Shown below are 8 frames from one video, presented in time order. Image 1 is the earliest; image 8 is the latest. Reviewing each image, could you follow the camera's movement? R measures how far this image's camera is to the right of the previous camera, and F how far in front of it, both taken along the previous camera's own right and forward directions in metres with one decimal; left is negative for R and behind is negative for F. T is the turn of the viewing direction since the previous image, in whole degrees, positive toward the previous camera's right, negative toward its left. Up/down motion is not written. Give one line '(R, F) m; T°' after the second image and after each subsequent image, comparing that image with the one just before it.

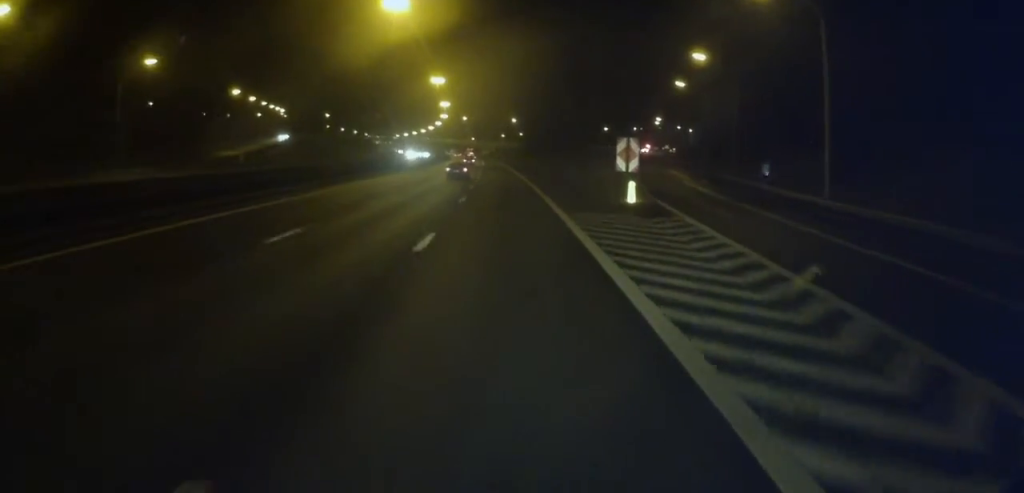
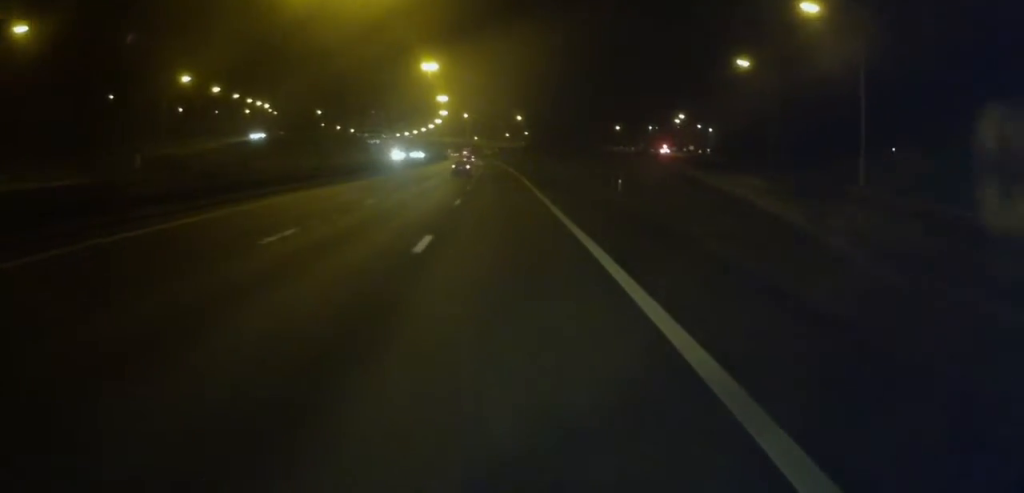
(+0.3, +25.9) m; -2°
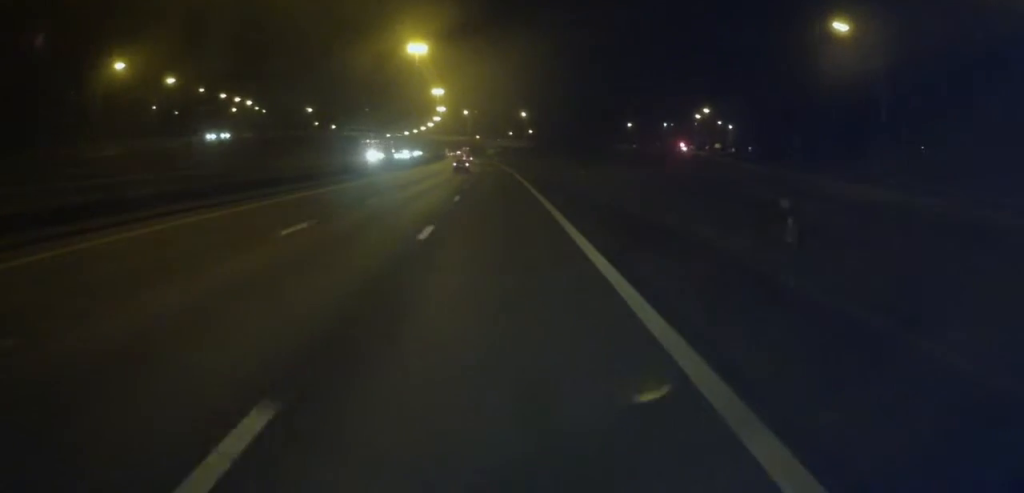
(-1.0, +23.5) m; -1°
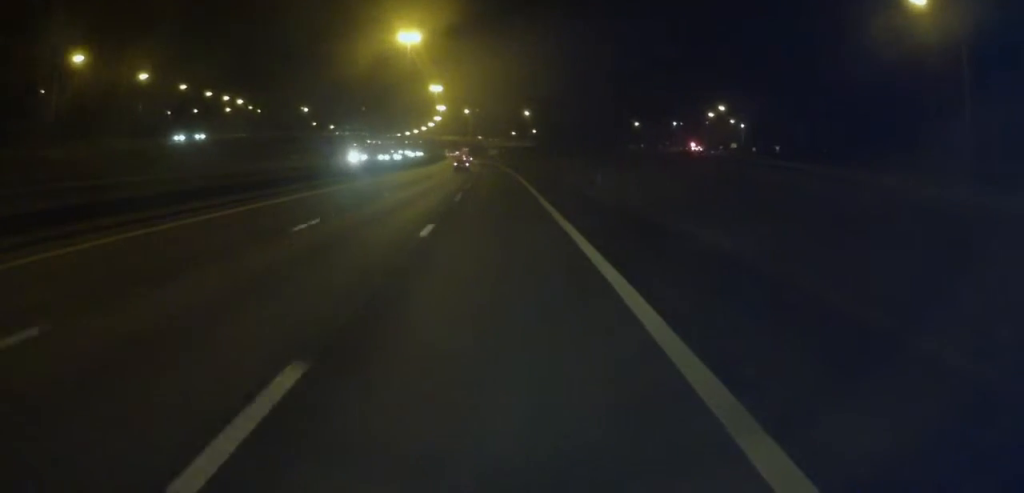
(+0.2, +11.8) m; 0°
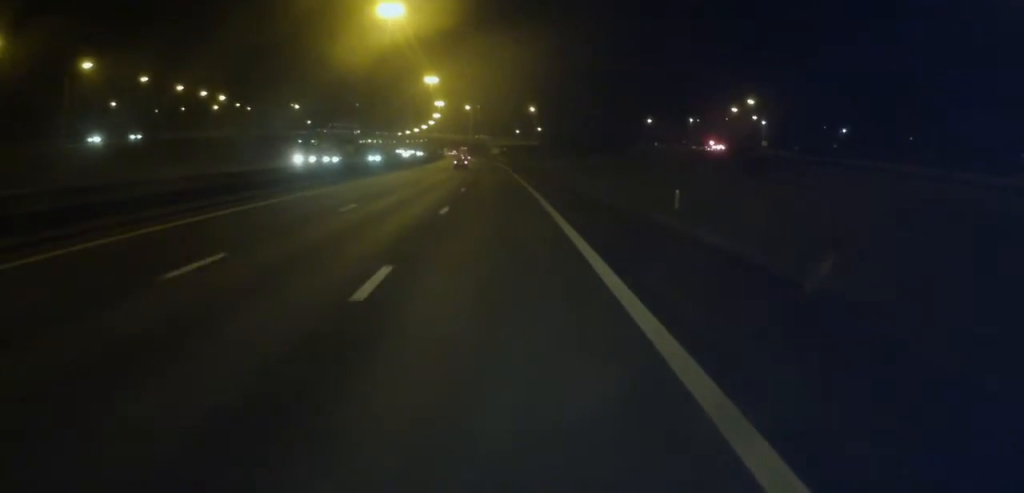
(+0.3, +19.6) m; +1°
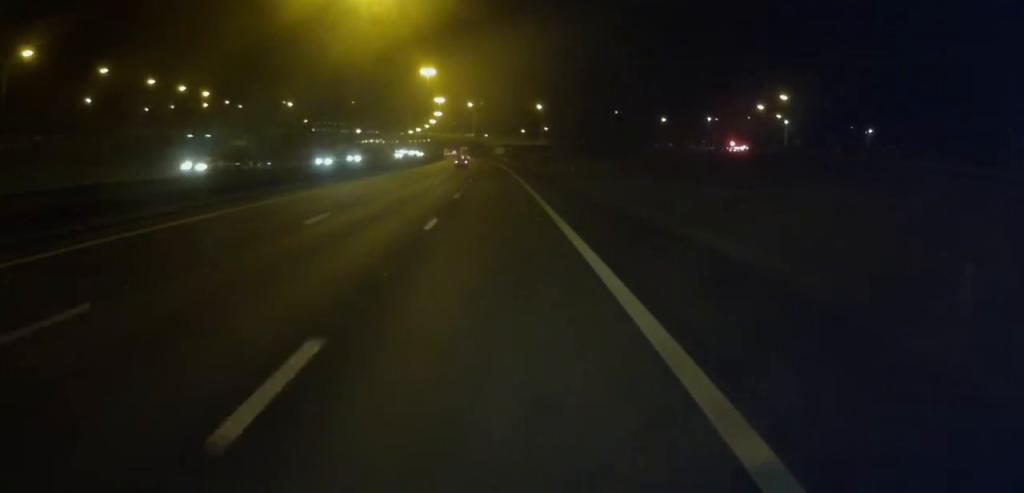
(-0.1, +17.3) m; 0°
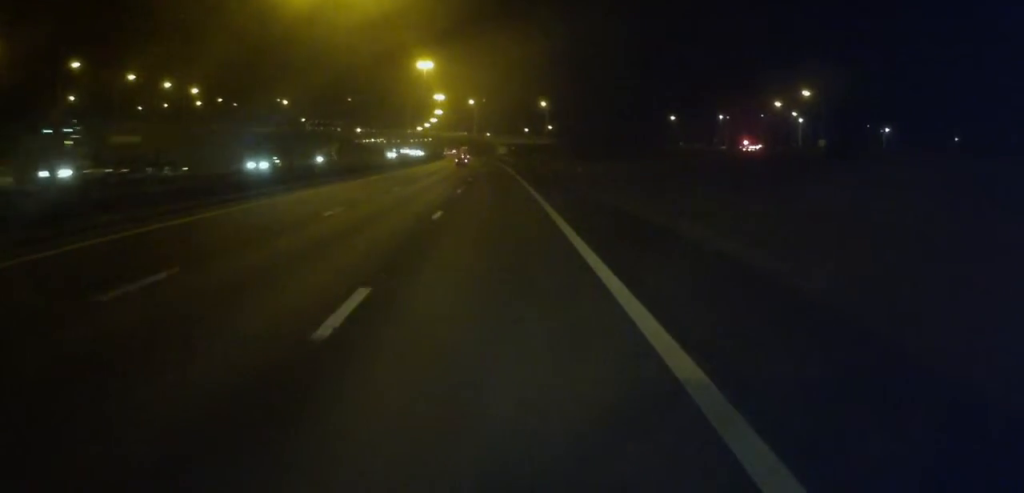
(0.0, +10.2) m; 0°
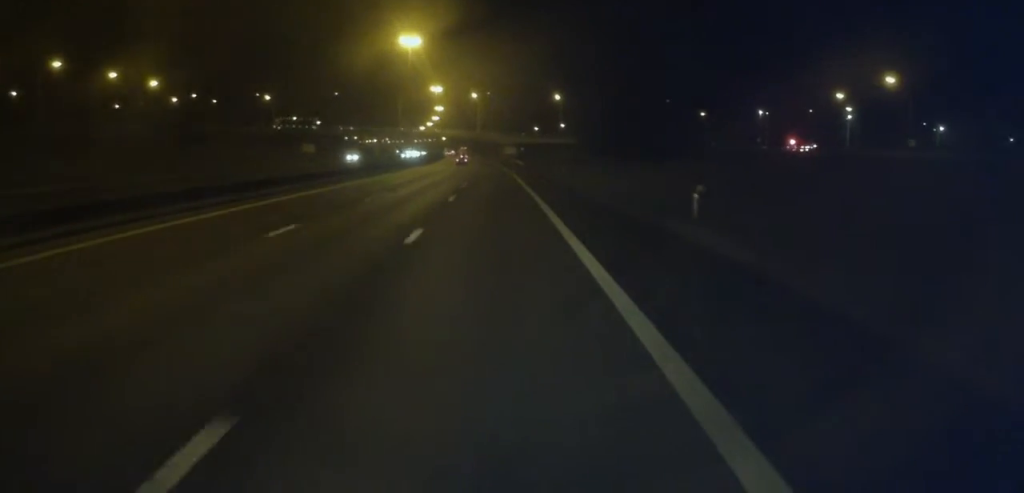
(-0.4, +30.8) m; -1°
